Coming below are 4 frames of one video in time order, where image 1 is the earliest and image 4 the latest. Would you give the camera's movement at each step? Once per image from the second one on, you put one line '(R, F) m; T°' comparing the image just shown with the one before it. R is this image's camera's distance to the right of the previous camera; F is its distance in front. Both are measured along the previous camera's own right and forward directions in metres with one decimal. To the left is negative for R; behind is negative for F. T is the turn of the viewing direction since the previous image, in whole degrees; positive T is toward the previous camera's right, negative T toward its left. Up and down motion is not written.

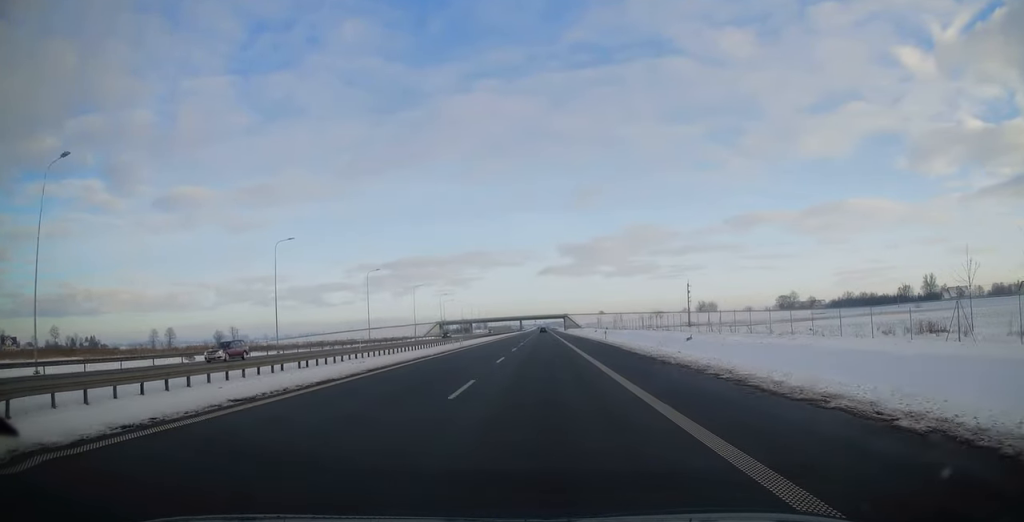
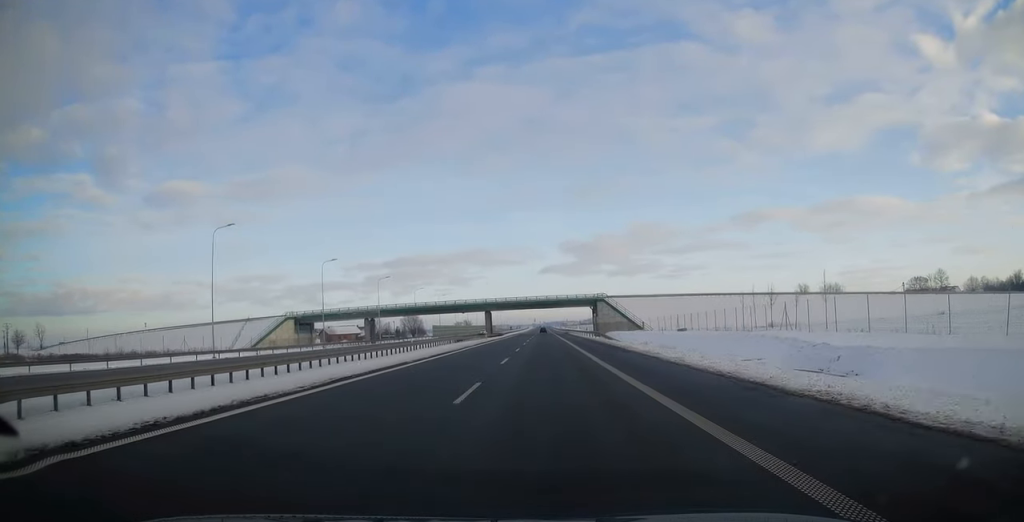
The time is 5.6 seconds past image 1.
(-1.3, +179.3) m; -1°
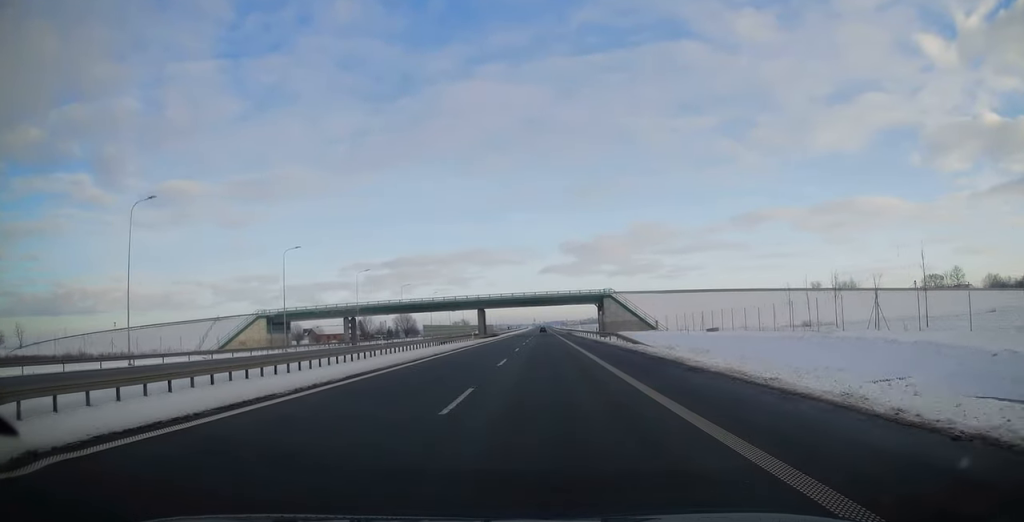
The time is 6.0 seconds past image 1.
(0.0, +13.3) m; 0°
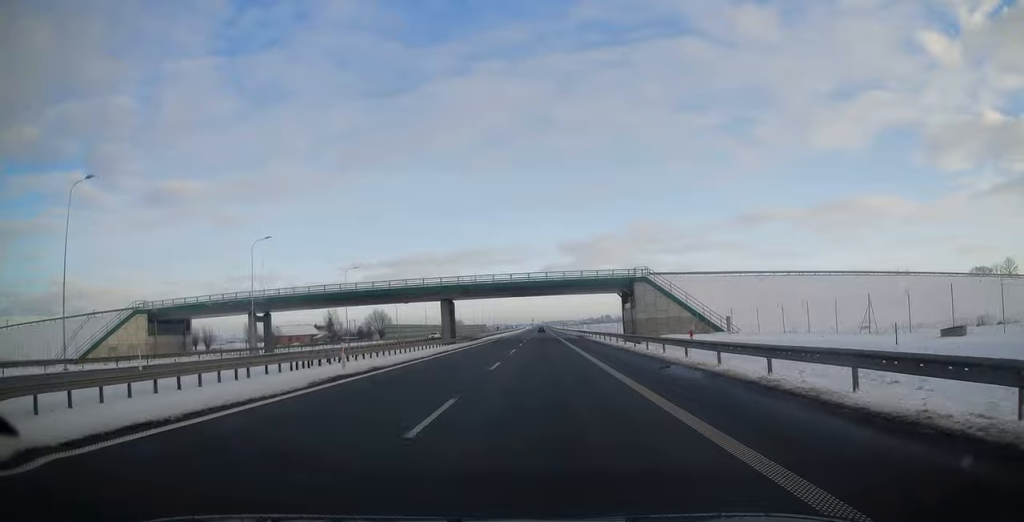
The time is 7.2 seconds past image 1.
(+0.3, +37.8) m; 0°
